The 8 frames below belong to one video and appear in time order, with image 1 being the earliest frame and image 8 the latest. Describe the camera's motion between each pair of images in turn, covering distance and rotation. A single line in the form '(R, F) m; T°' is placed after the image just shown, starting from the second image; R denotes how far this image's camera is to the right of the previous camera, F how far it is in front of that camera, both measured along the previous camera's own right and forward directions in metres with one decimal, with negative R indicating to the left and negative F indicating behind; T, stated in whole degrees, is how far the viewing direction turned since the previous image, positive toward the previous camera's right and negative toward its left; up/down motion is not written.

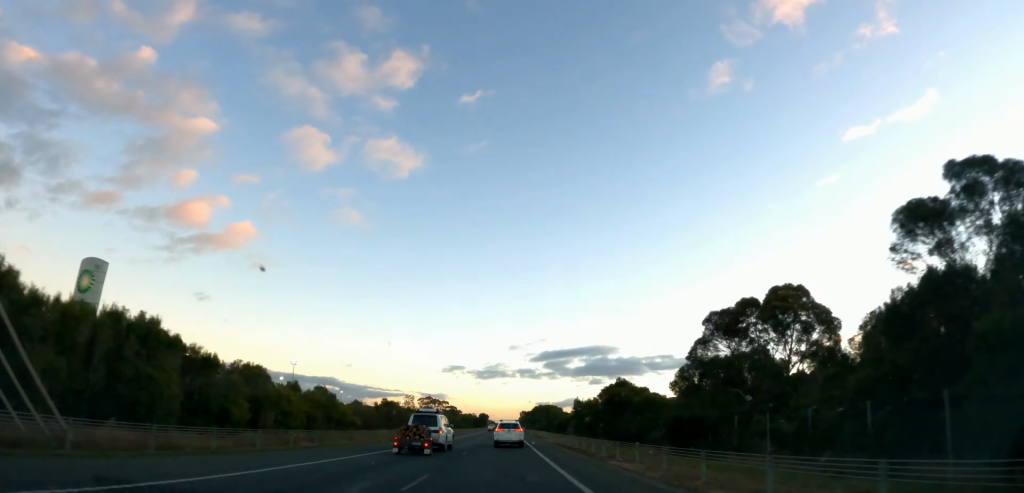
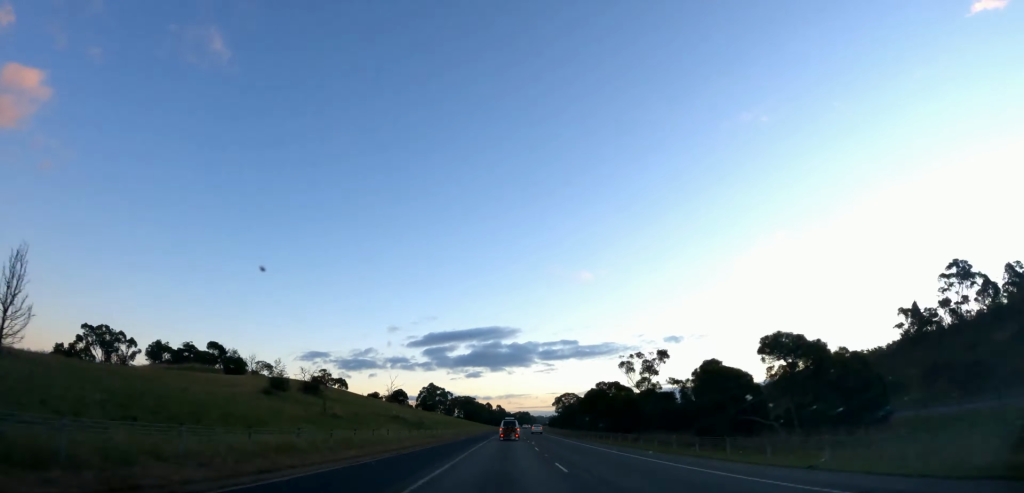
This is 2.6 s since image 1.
(-2.1, +74.6) m; -3°
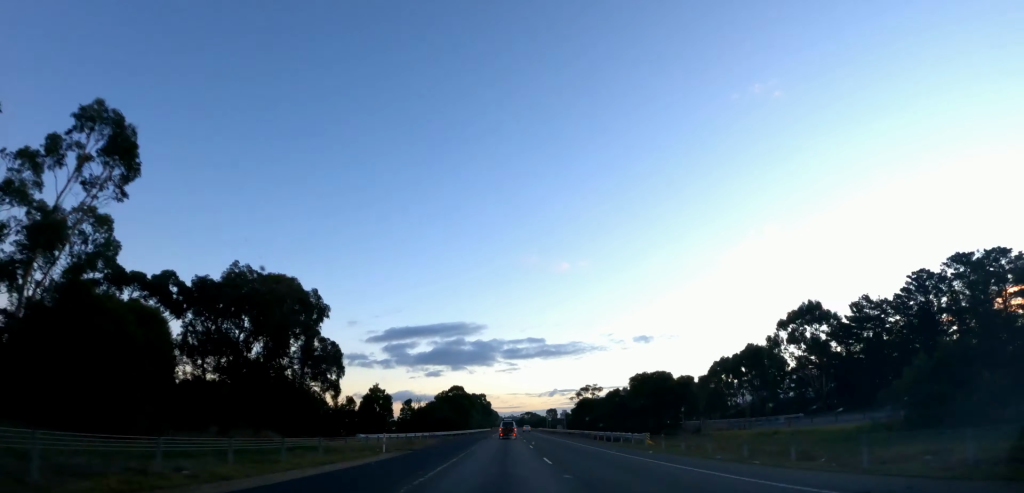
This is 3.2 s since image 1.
(0.0, +17.4) m; 0°
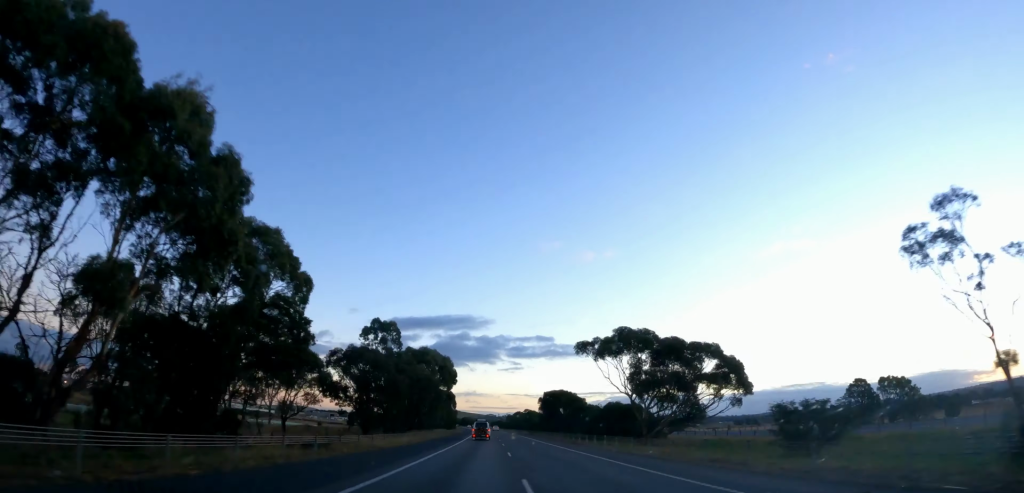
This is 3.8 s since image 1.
(+0.9, +18.3) m; 0°
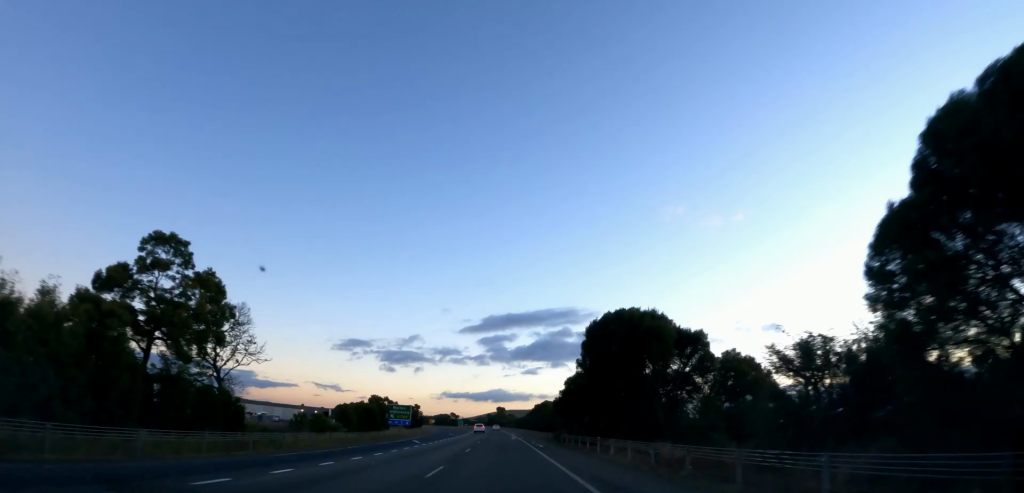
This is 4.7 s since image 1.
(-1.0, +25.1) m; -2°
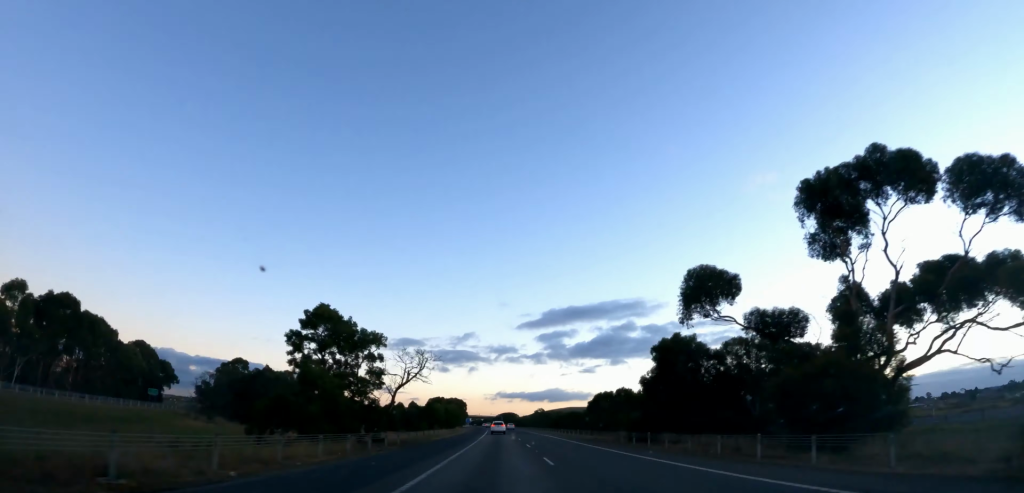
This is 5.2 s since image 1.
(-0.2, +16.5) m; -1°
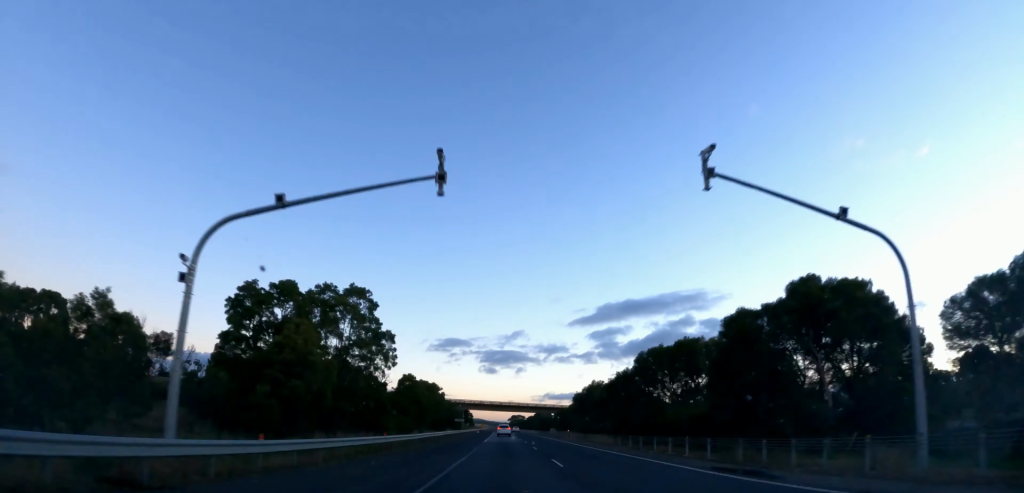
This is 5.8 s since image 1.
(0.0, +15.5) m; 0°
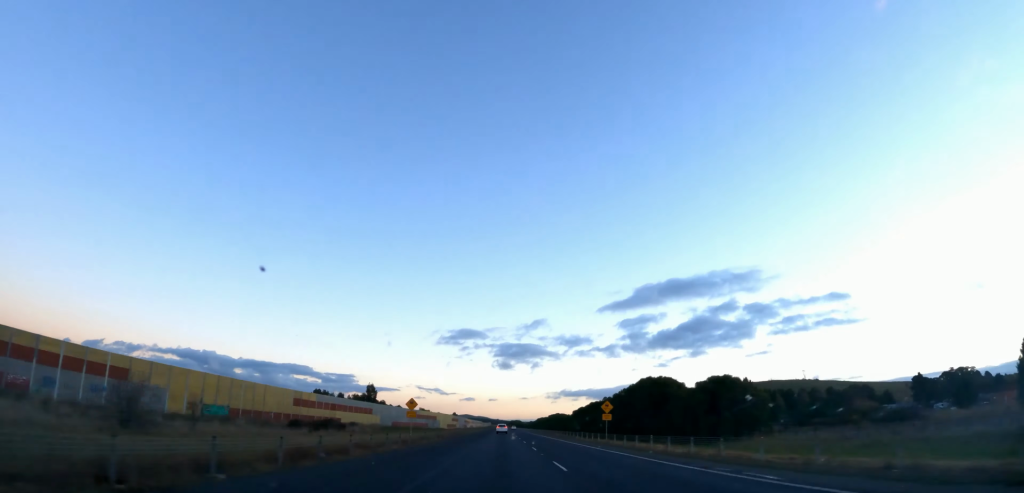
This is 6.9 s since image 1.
(-0.3, +33.0) m; -3°
